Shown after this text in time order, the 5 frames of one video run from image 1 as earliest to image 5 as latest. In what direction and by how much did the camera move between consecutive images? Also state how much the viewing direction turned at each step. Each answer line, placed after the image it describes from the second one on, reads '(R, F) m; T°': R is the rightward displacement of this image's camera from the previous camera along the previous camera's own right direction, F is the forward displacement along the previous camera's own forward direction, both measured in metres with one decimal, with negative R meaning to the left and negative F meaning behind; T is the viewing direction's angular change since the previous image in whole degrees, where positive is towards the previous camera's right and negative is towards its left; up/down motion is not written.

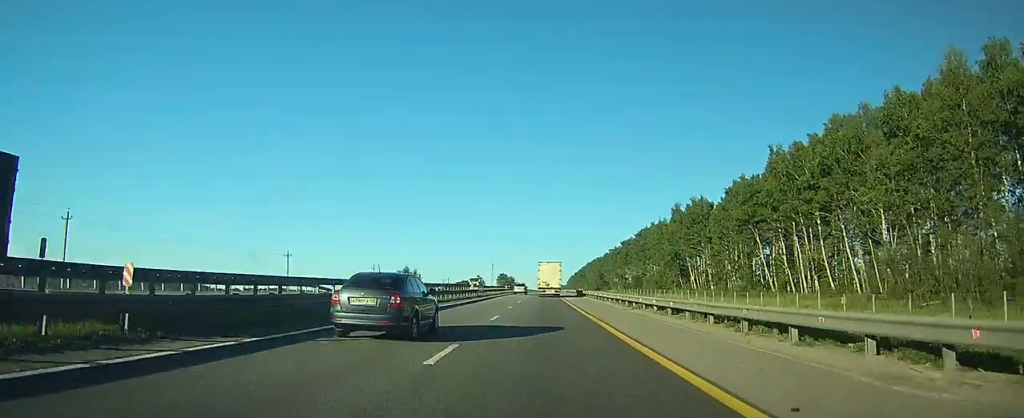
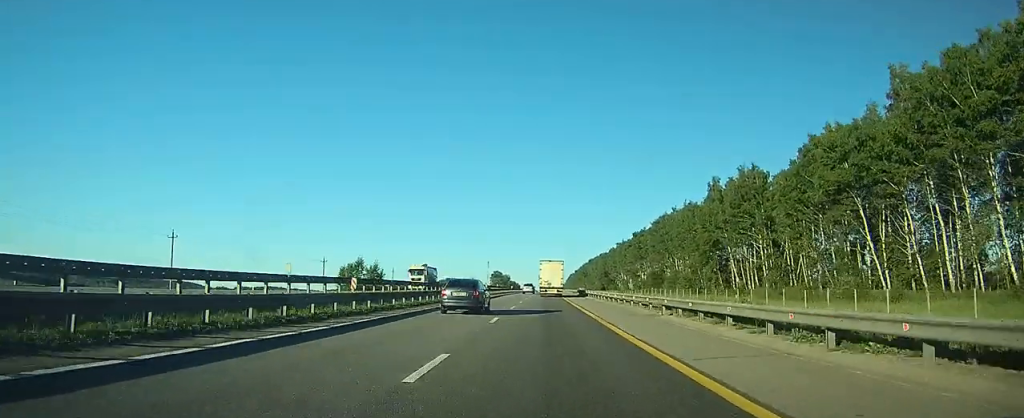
(+0.2, +37.7) m; +1°
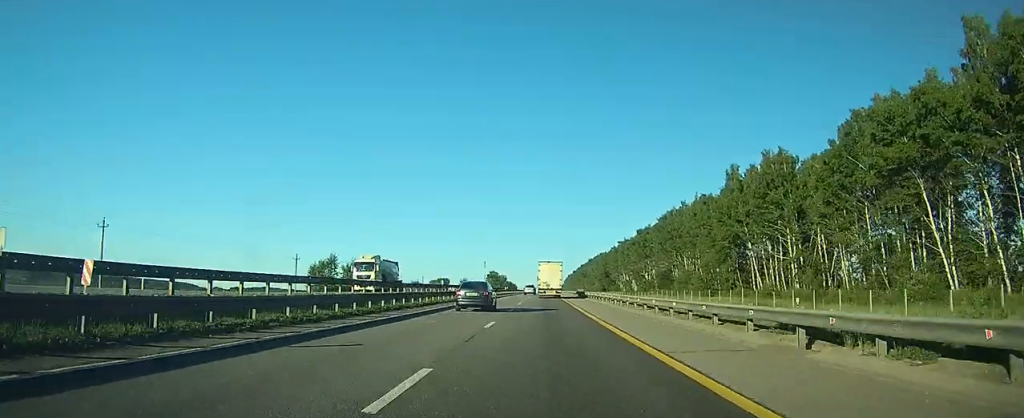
(0.0, +13.8) m; 0°
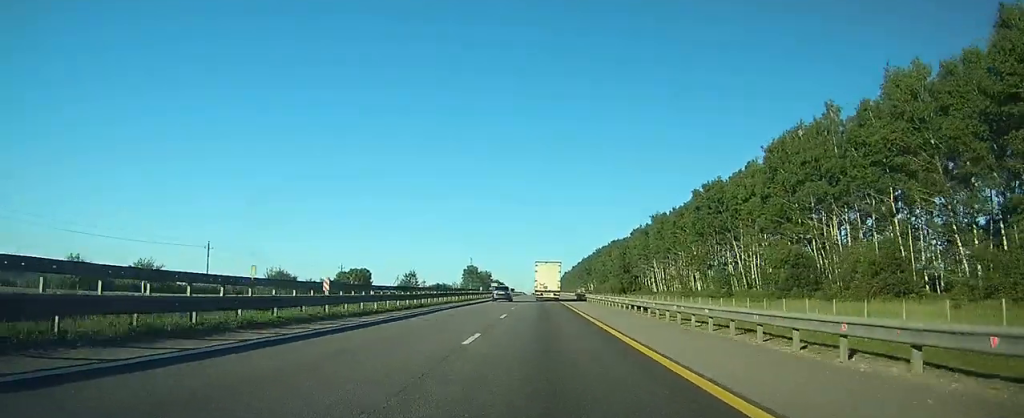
(-0.1, +88.2) m; 0°
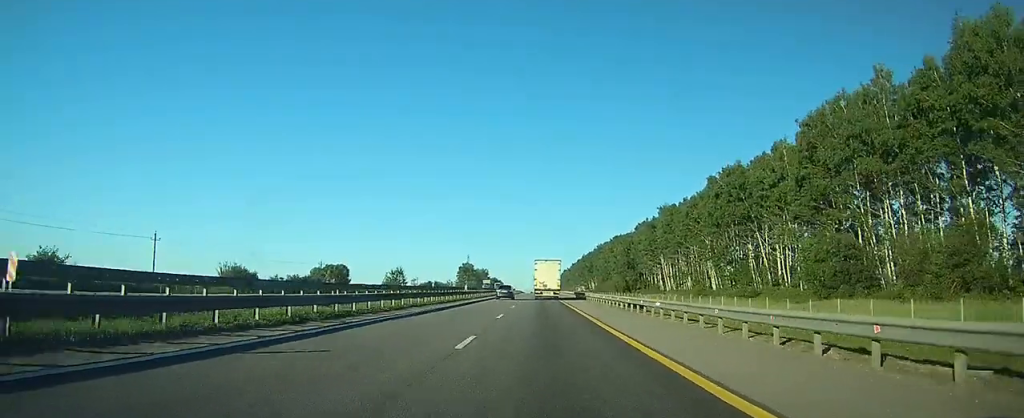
(0.0, +12.9) m; 0°
